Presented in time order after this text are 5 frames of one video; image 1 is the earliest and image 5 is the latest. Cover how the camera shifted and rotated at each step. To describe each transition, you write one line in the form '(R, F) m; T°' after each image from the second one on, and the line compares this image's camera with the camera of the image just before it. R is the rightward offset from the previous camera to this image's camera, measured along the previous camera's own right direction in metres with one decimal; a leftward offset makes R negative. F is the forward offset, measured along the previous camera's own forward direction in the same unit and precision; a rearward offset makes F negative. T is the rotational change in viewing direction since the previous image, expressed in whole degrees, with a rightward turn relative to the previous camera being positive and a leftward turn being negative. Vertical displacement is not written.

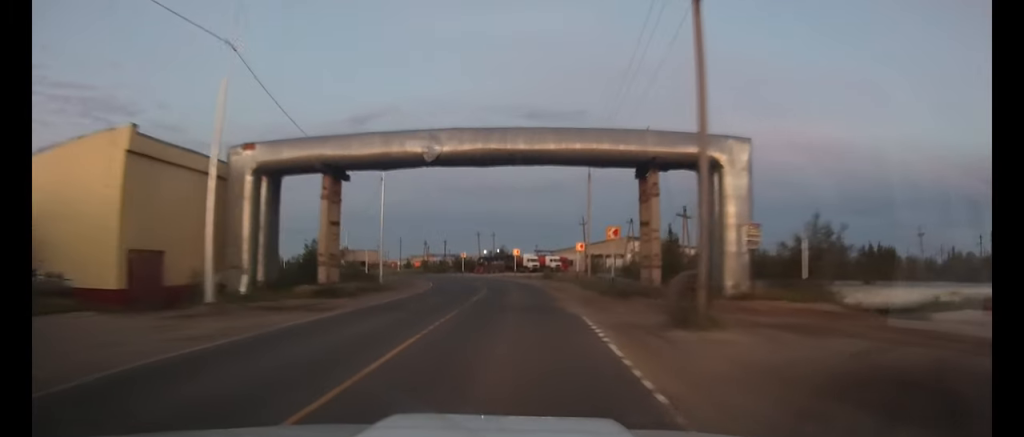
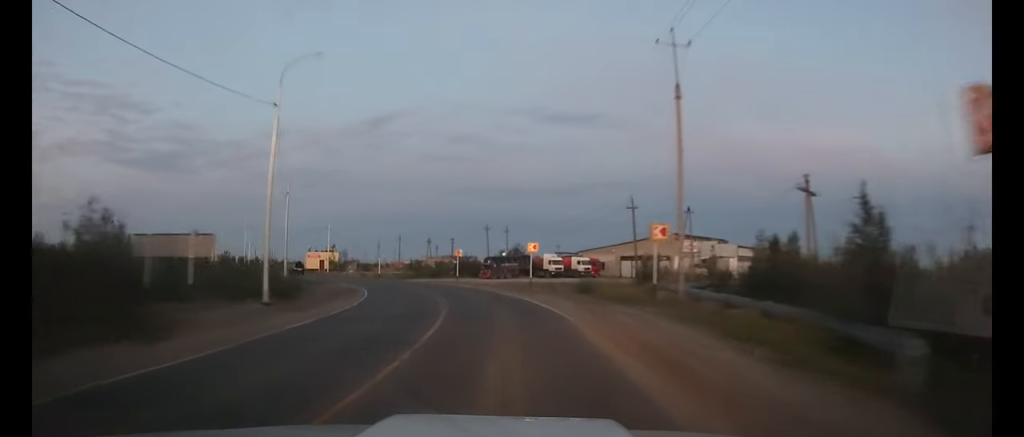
(-0.5, +25.2) m; -4°
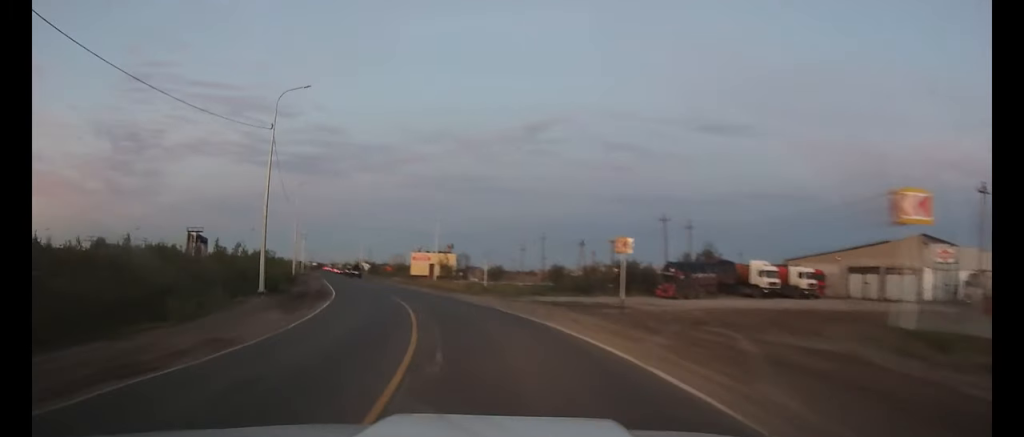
(-4.3, +33.7) m; -17°
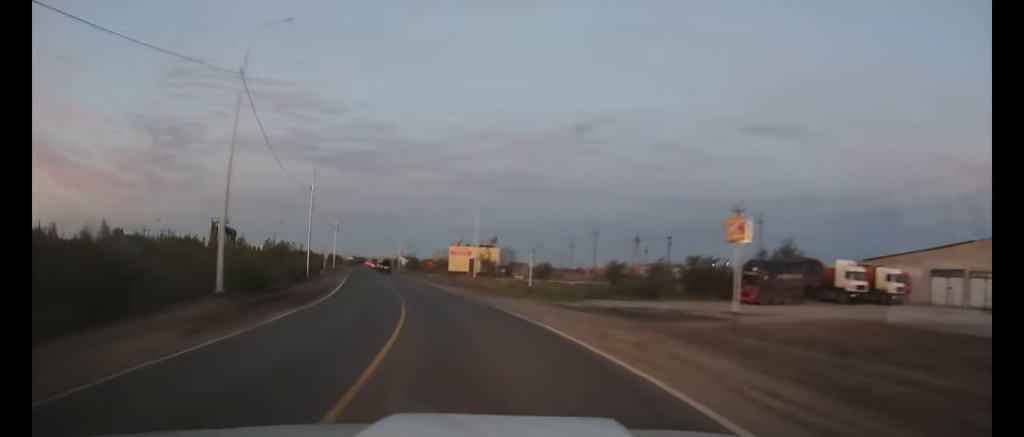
(-0.2, +9.2) m; -6°
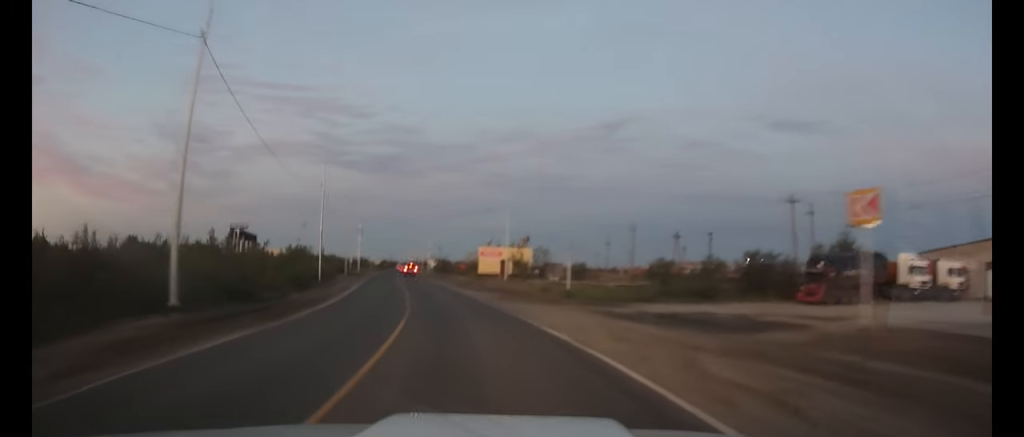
(-0.4, +5.6) m; -3°
